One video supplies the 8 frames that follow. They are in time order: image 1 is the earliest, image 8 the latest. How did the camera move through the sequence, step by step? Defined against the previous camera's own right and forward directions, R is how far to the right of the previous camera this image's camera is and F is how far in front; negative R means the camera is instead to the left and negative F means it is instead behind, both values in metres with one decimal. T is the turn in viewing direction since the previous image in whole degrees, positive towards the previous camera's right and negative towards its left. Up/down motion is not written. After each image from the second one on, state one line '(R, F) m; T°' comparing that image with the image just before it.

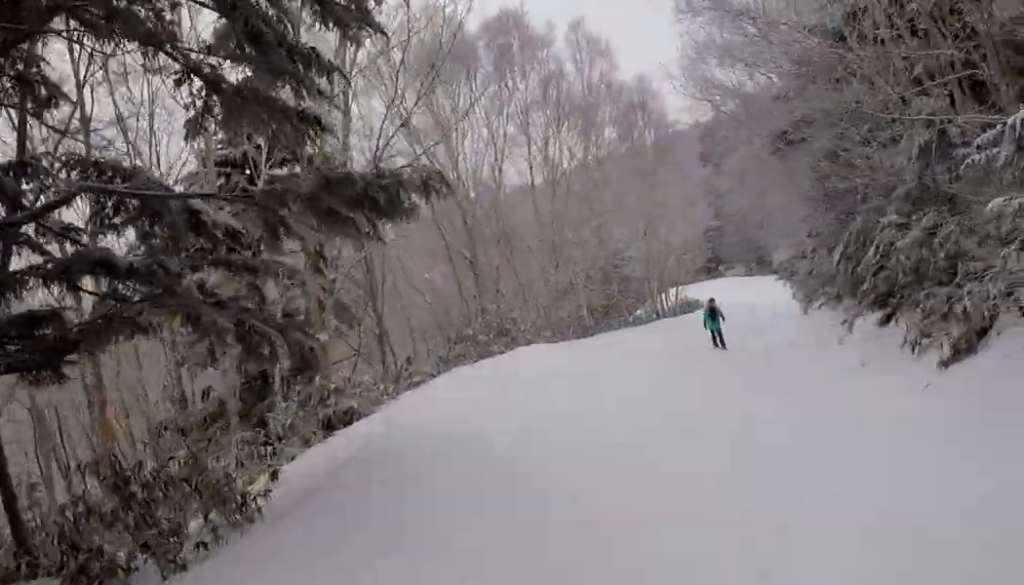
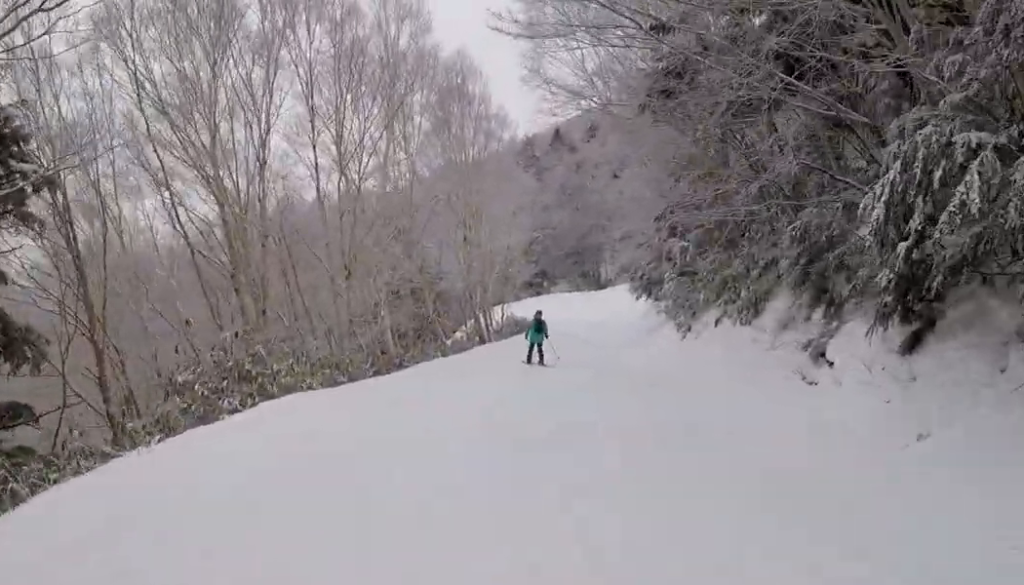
(0.0, +7.4) m; +4°
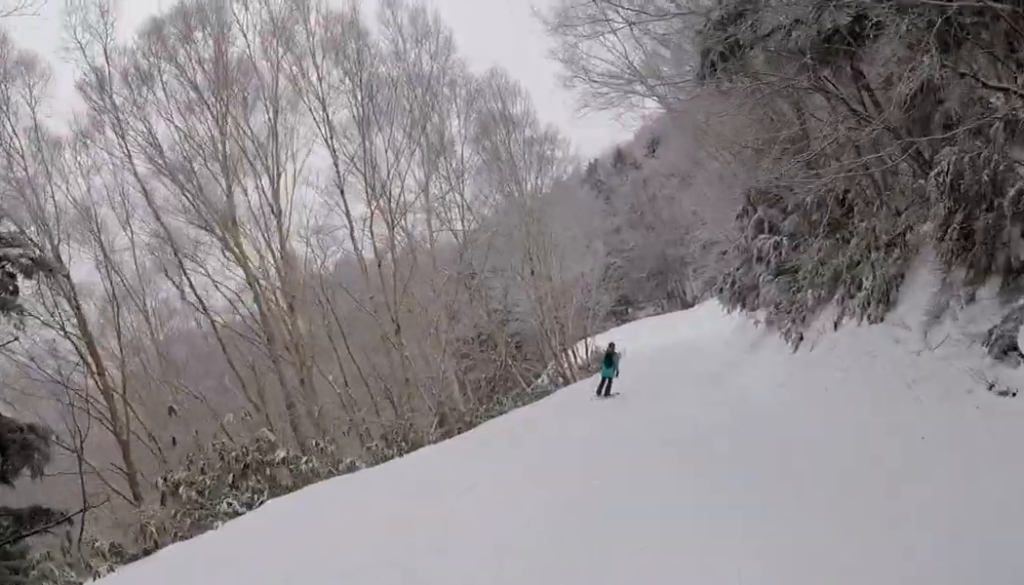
(0.0, +2.6) m; +1°
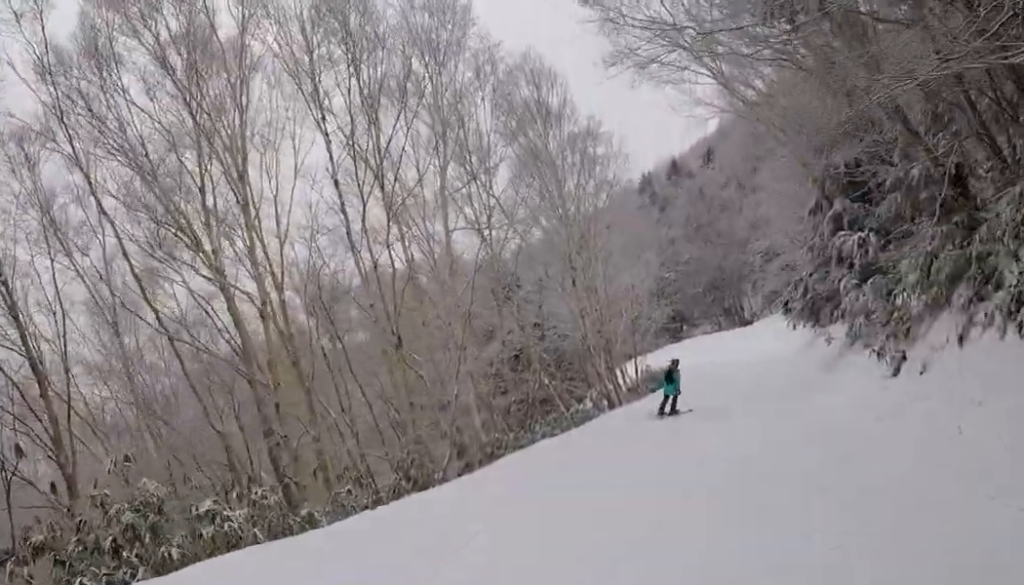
(+0.3, +3.1) m; 0°
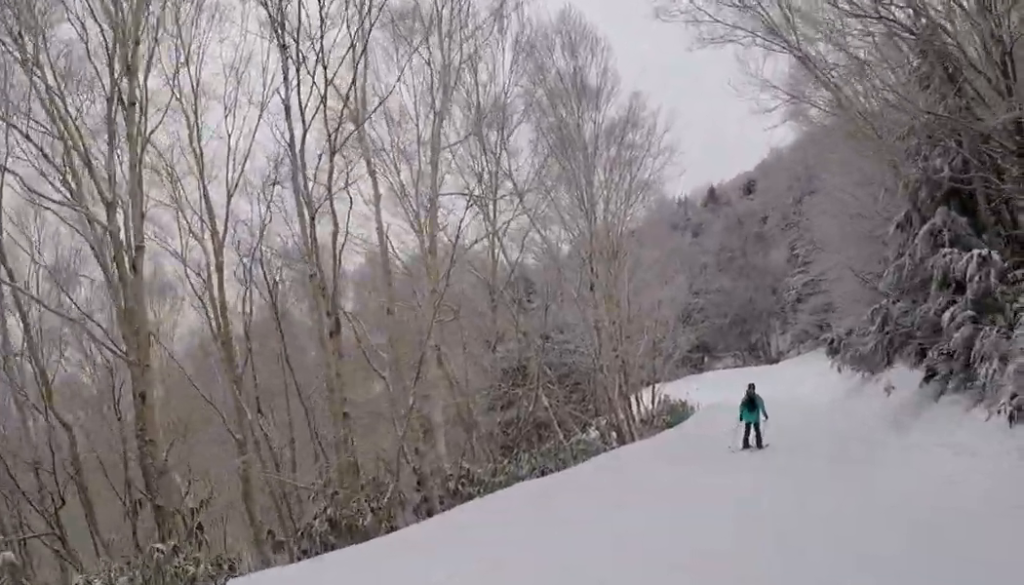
(-0.1, +4.4) m; -2°
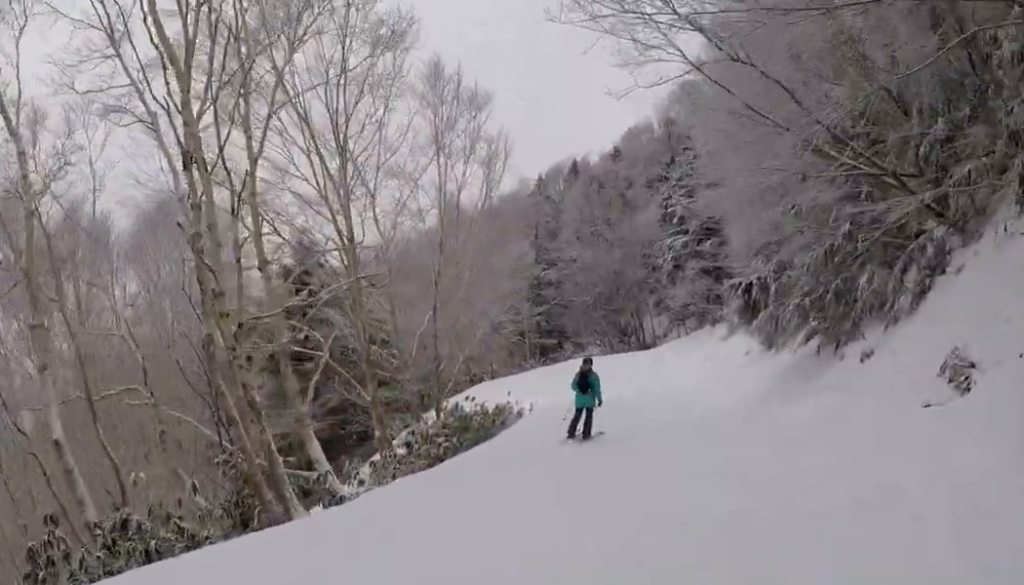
(-0.7, +13.7) m; +5°
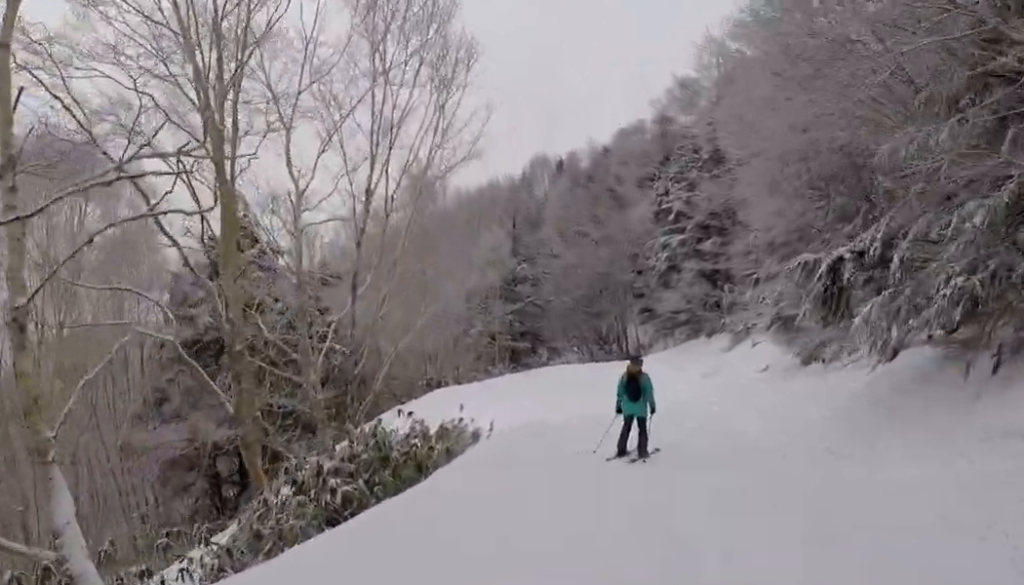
(+0.6, +5.5) m; +10°
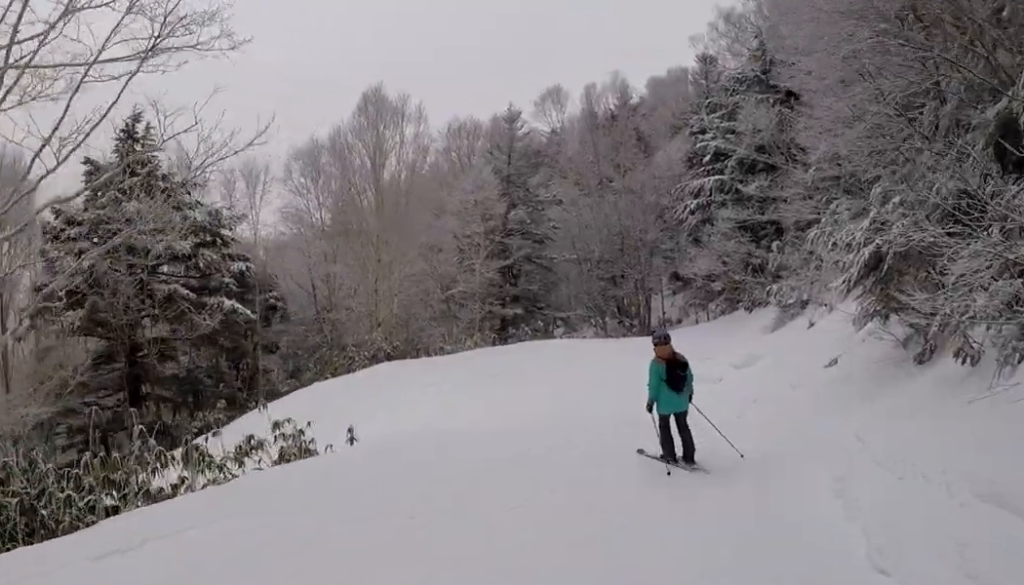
(+0.1, +8.3) m; -15°
